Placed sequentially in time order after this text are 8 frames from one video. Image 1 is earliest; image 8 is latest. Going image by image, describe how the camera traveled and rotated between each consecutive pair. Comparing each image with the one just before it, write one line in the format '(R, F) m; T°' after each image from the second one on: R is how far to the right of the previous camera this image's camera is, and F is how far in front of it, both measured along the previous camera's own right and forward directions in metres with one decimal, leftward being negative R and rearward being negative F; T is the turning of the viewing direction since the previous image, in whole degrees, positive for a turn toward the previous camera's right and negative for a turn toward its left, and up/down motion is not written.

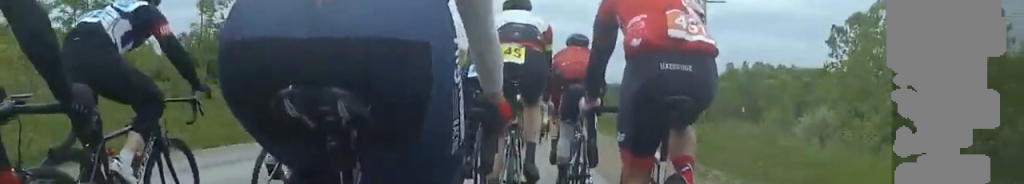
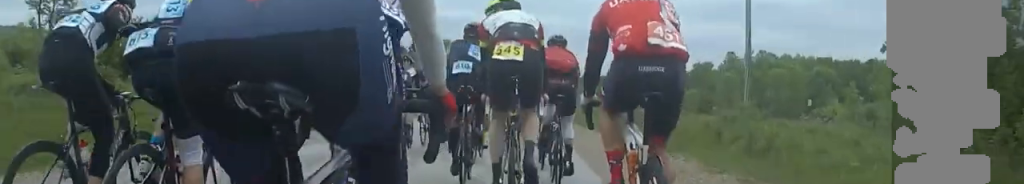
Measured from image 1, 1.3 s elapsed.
(+0.3, +9.7) m; -1°
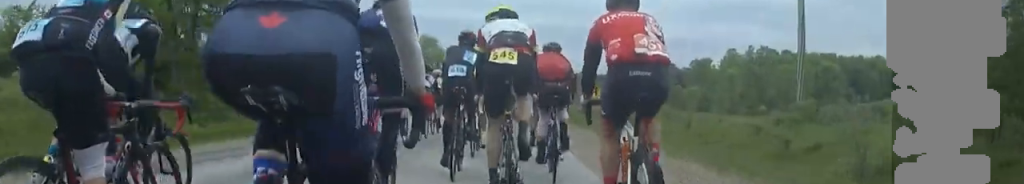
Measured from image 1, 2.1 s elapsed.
(-0.2, +7.5) m; -2°
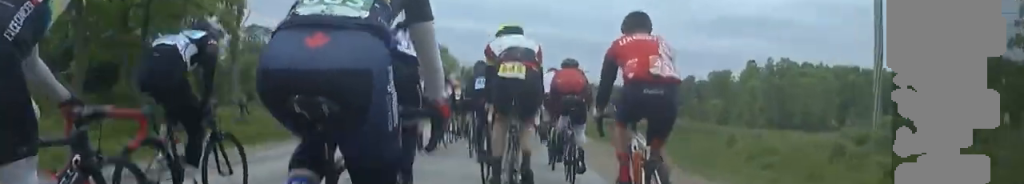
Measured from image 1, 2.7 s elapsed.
(0.0, +5.6) m; 0°
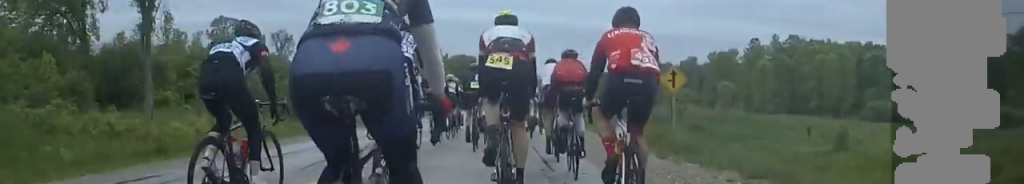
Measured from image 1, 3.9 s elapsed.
(0.0, +11.3) m; 0°
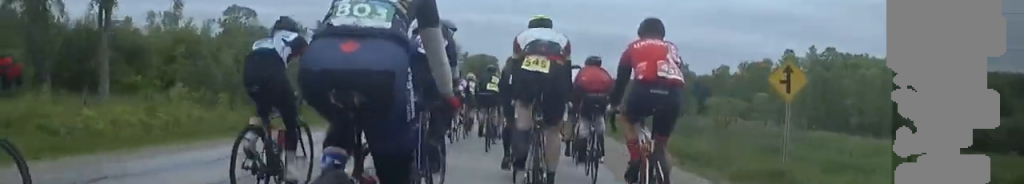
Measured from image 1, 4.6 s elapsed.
(0.0, +6.7) m; 0°
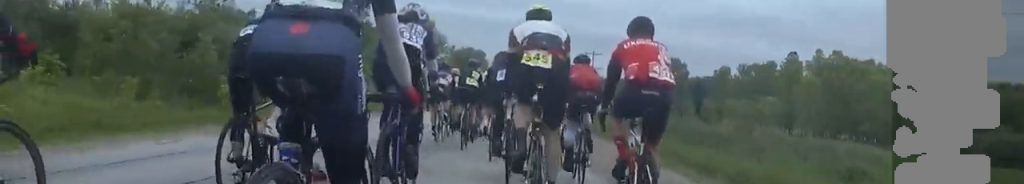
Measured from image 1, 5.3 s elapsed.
(0.0, +7.0) m; 0°
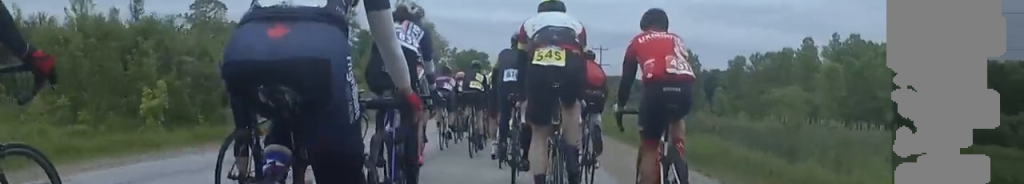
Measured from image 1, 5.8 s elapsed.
(0.0, +5.1) m; 0°
